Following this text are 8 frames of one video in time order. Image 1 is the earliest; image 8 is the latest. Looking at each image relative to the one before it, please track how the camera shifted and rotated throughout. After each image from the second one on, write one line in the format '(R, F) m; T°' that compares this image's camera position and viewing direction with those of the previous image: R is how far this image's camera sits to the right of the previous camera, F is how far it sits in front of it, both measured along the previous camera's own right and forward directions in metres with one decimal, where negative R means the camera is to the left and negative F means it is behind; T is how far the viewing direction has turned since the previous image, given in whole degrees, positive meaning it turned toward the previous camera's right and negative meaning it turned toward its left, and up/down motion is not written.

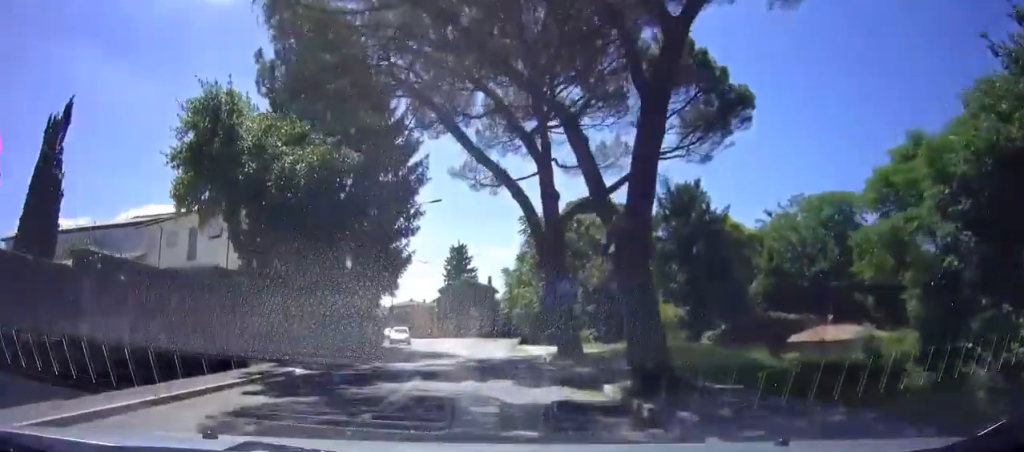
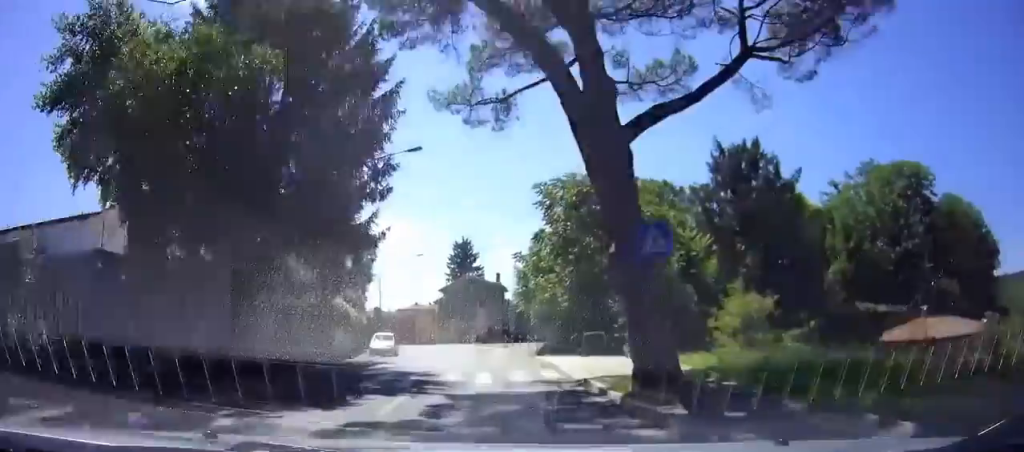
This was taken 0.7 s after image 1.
(0.0, +9.9) m; 0°
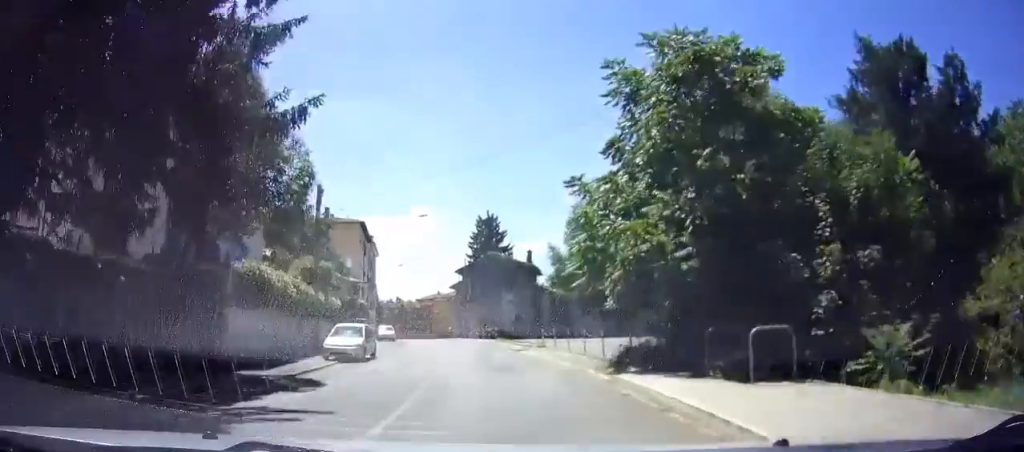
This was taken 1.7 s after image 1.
(0.0, +13.2) m; -2°
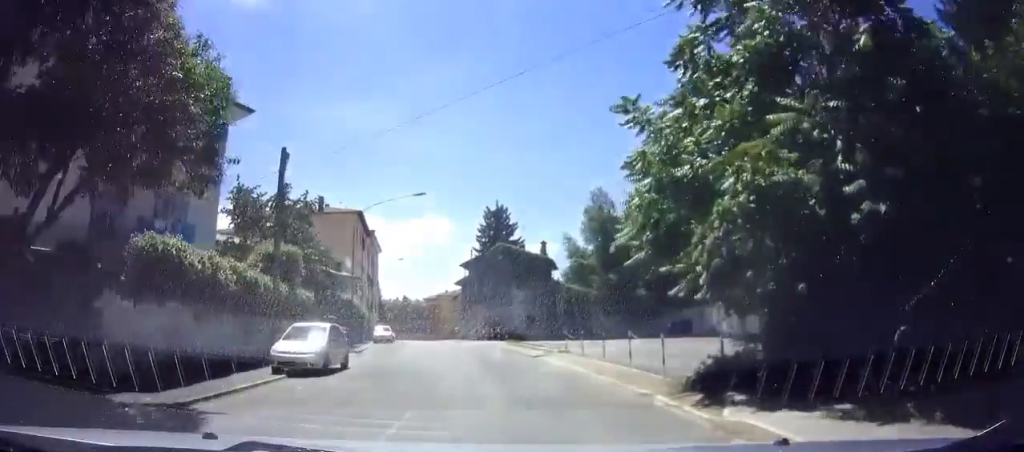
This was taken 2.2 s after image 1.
(+0.2, +6.1) m; -2°
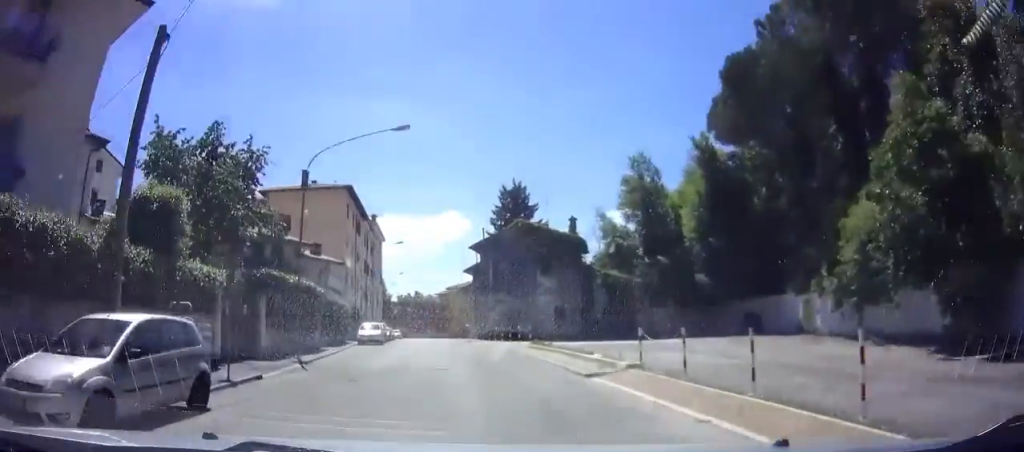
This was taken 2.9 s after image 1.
(-0.6, +8.9) m; -3°
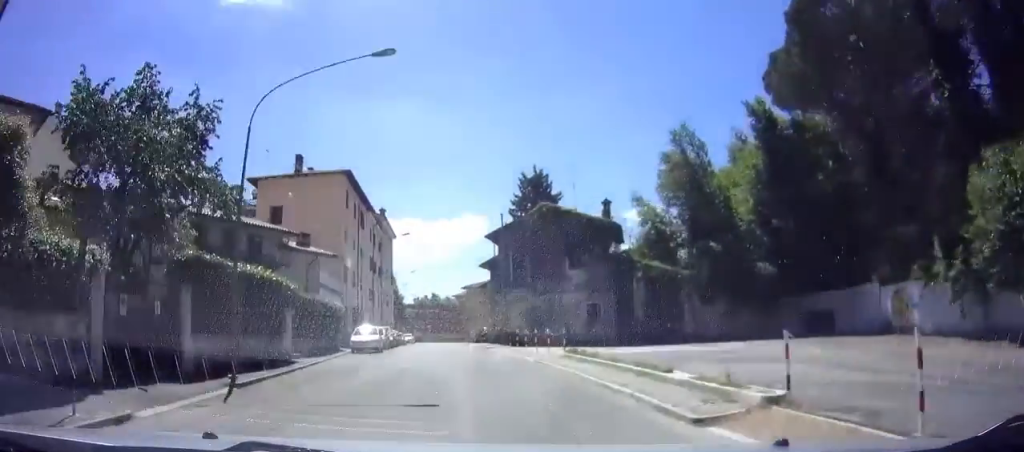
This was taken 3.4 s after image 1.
(-0.1, +6.4) m; -1°
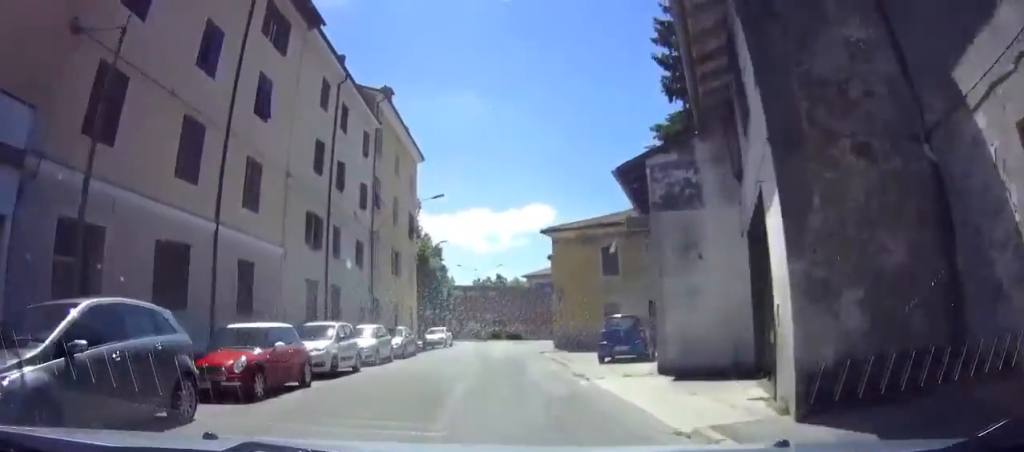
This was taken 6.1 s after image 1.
(-1.4, +33.6) m; -6°
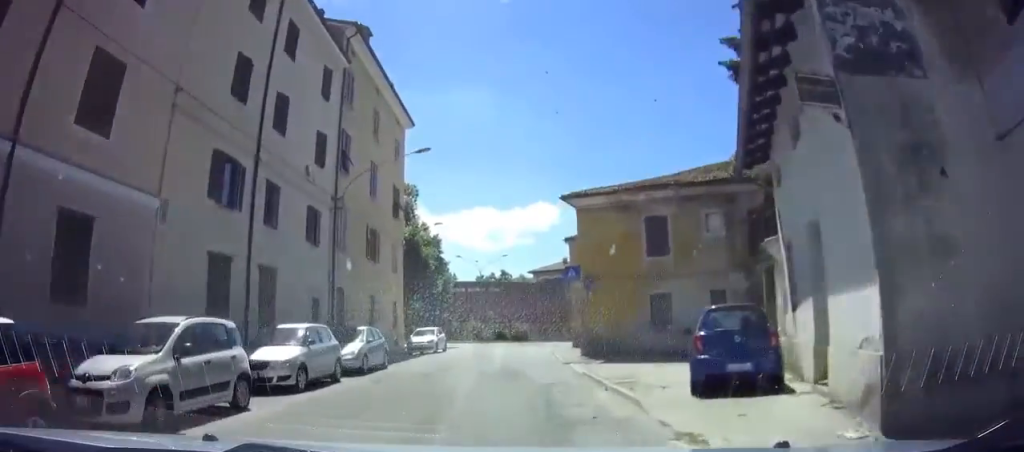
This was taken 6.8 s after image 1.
(-0.2, +8.2) m; 0°
